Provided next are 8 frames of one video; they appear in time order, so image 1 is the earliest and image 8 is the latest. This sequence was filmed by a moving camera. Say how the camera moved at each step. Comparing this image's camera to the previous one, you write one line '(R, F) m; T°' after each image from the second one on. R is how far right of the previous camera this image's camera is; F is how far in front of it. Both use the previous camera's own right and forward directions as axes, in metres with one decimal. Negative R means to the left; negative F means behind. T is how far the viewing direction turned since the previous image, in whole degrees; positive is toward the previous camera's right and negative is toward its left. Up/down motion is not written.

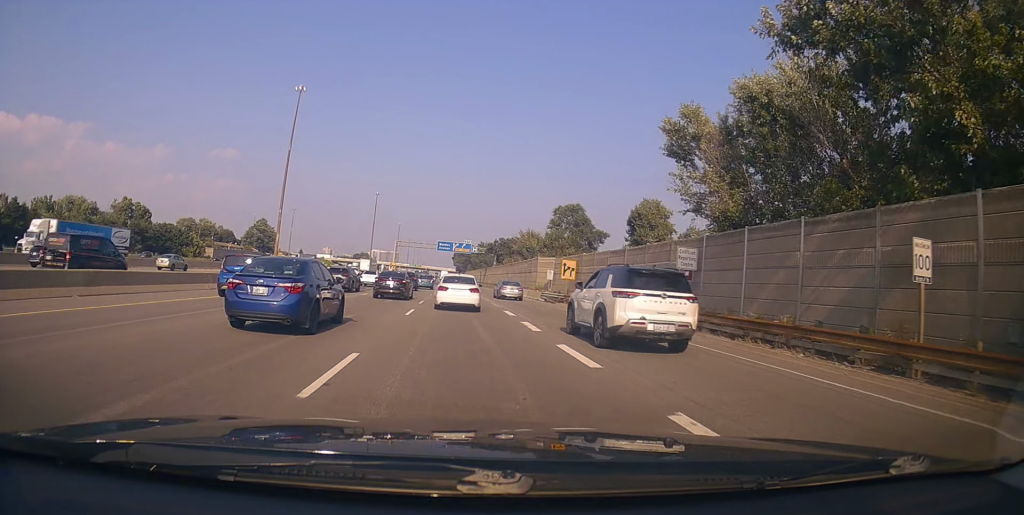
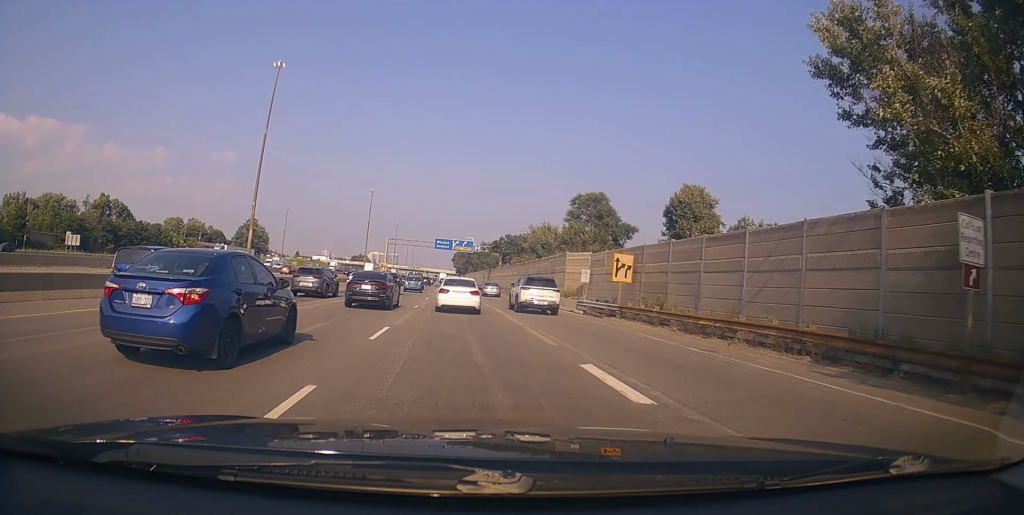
(0.0, +14.3) m; -1°
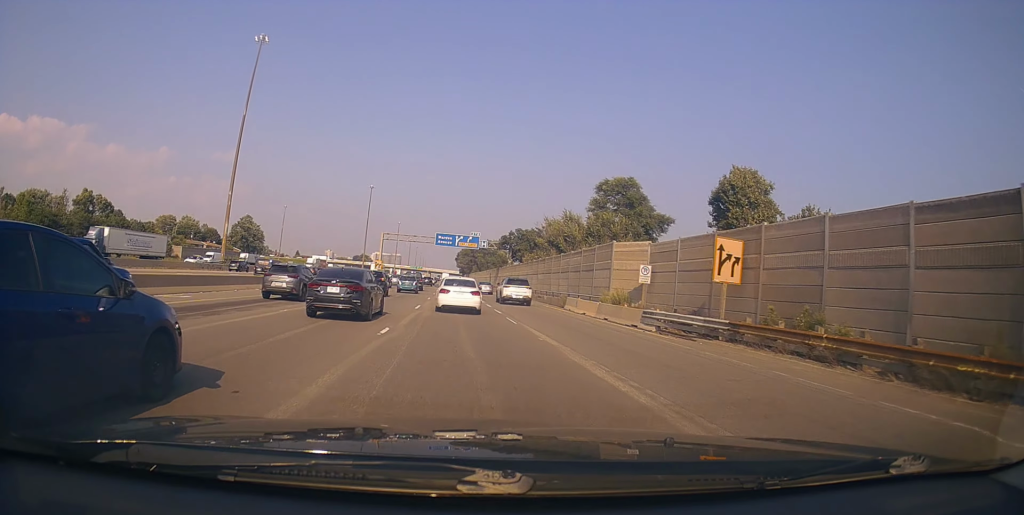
(+0.2, +11.4) m; +4°
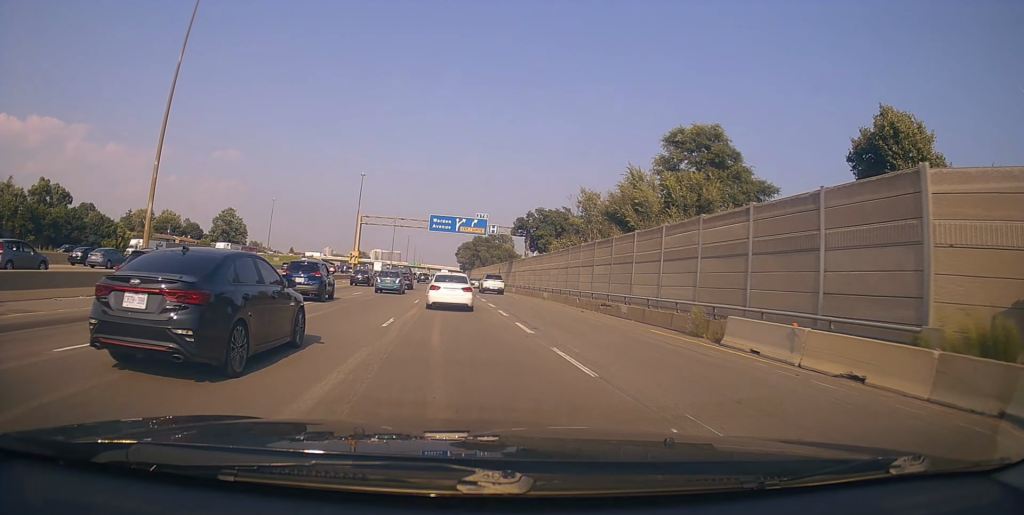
(+0.3, +21.5) m; -4°
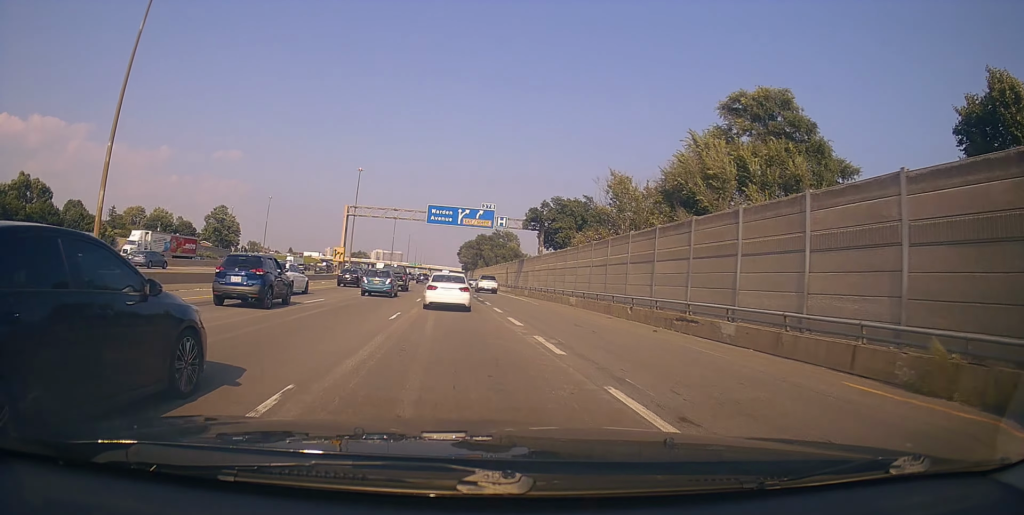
(-0.6, +10.2) m; 0°
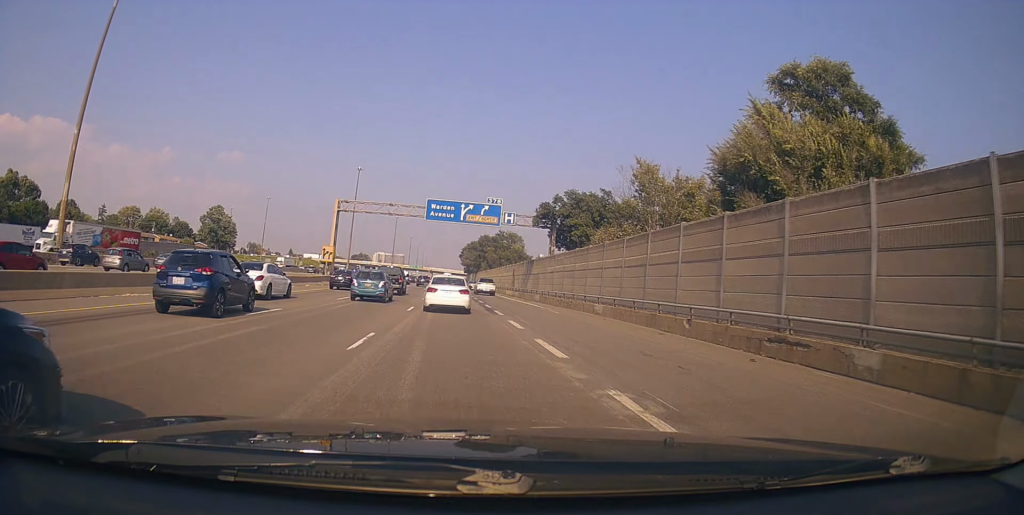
(-0.2, +6.3) m; +1°
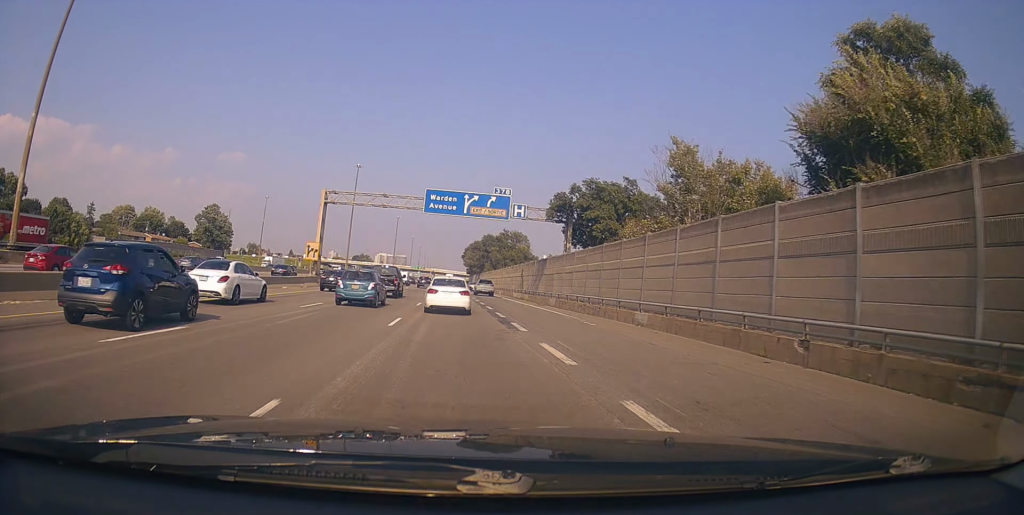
(+0.5, +6.8) m; +1°
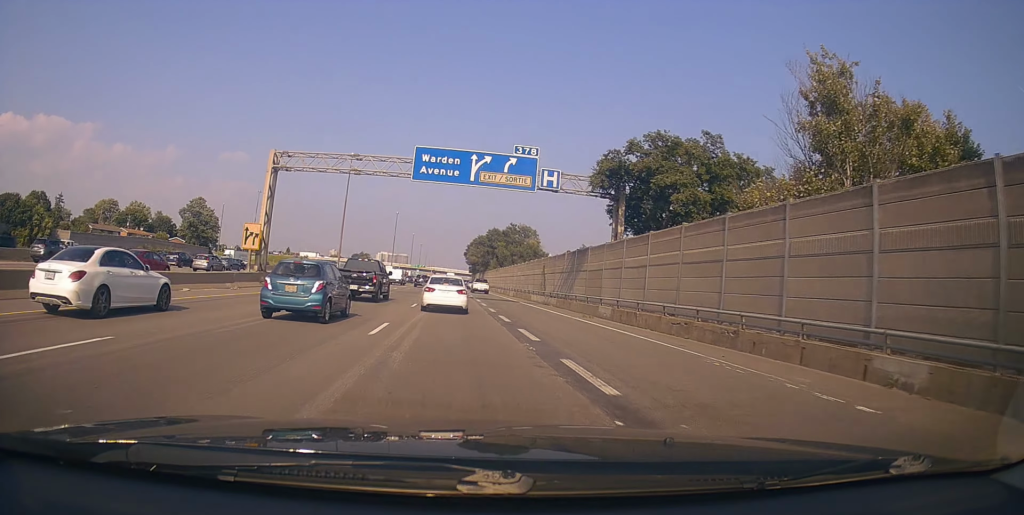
(0.0, +15.0) m; 0°
